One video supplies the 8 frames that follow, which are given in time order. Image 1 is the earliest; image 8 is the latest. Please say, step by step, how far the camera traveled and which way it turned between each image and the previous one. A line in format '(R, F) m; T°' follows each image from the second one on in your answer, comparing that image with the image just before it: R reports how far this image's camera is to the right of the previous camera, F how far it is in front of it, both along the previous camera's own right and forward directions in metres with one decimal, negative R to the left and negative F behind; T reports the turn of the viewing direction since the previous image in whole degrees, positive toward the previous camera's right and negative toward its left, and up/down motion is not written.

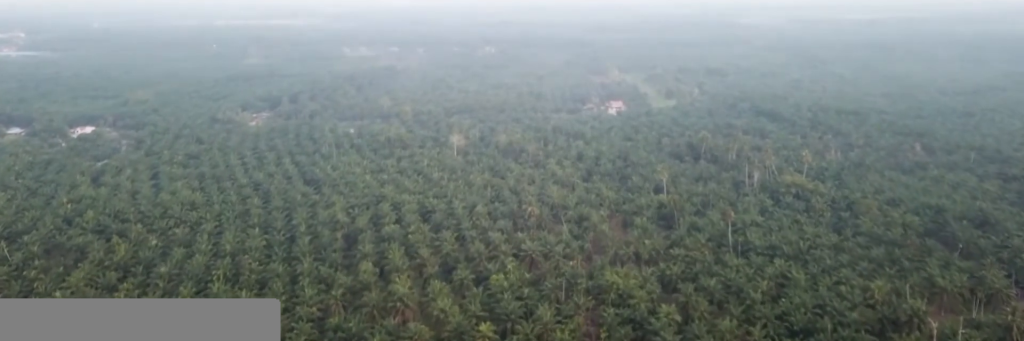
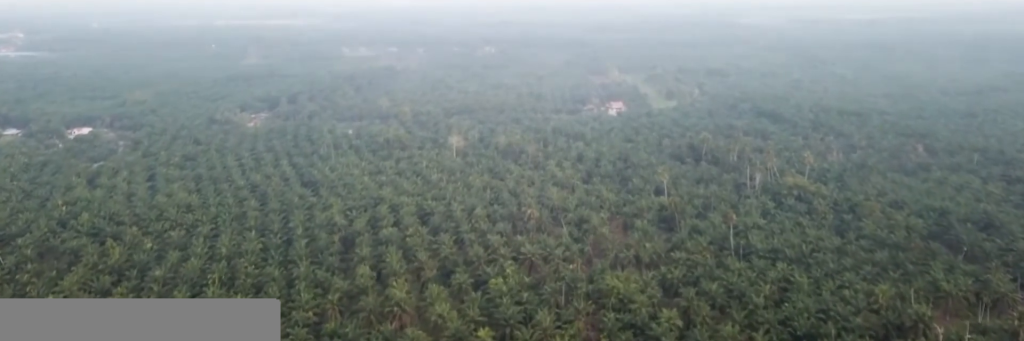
(0.0, +3.9) m; 0°
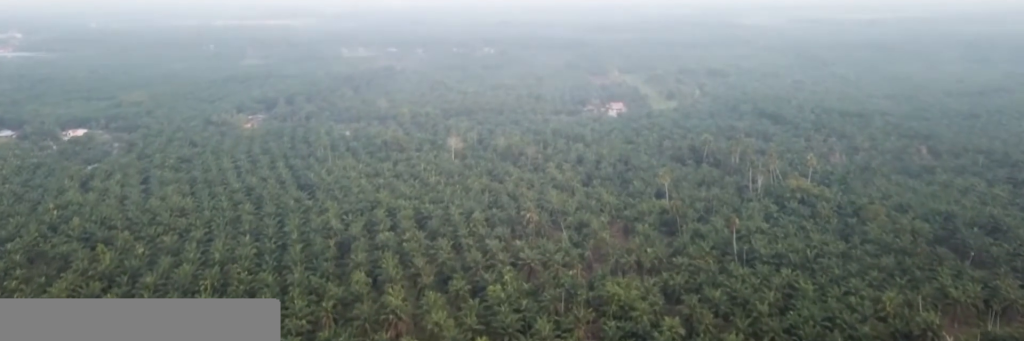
(0.0, +5.7) m; 0°
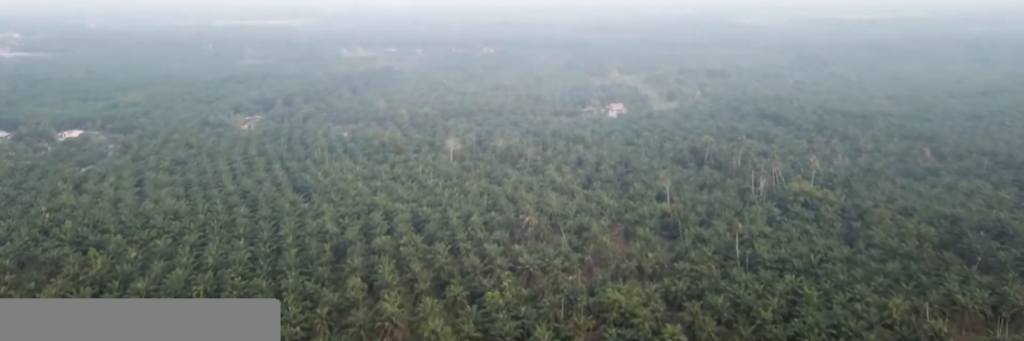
(0.0, +4.8) m; 0°
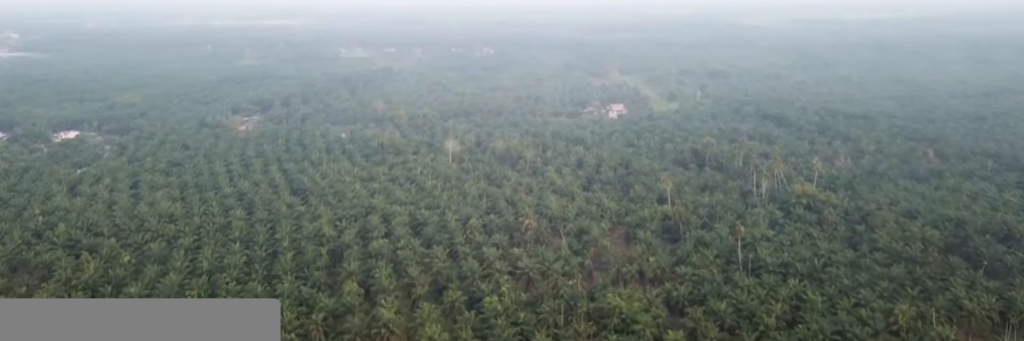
(0.0, +4.5) m; 0°
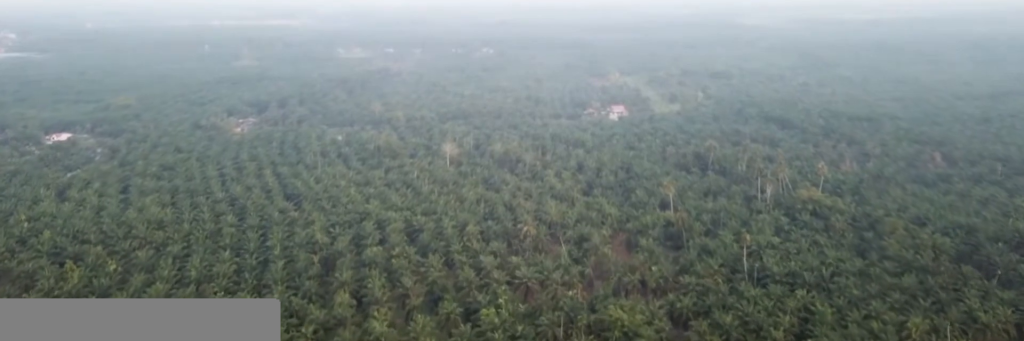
(0.0, +9.0) m; 0°
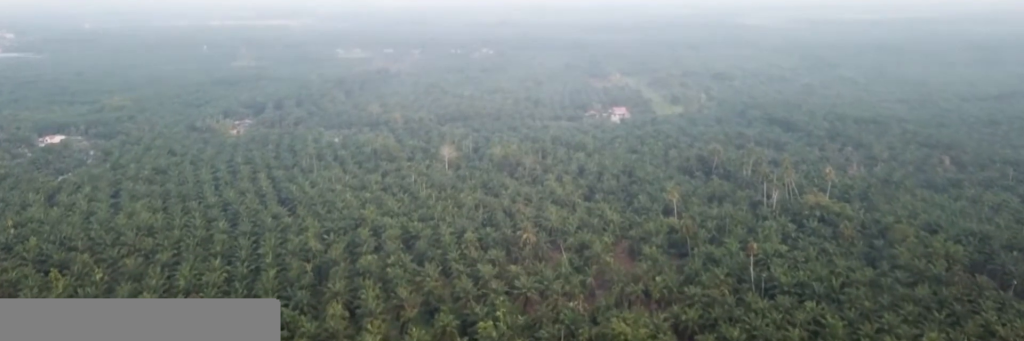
(0.0, +9.0) m; 0°
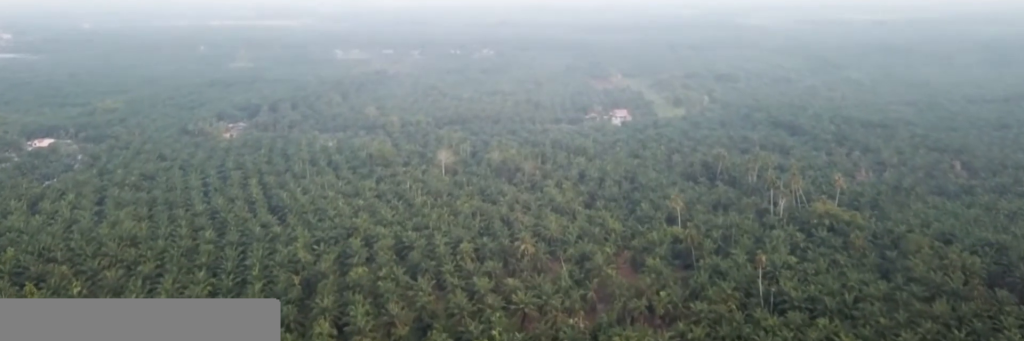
(0.0, +12.4) m; 0°
